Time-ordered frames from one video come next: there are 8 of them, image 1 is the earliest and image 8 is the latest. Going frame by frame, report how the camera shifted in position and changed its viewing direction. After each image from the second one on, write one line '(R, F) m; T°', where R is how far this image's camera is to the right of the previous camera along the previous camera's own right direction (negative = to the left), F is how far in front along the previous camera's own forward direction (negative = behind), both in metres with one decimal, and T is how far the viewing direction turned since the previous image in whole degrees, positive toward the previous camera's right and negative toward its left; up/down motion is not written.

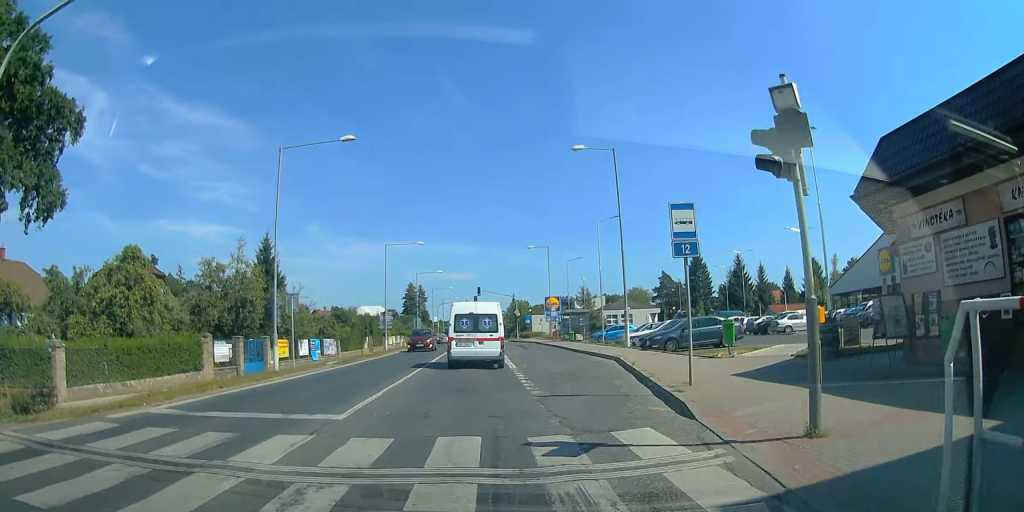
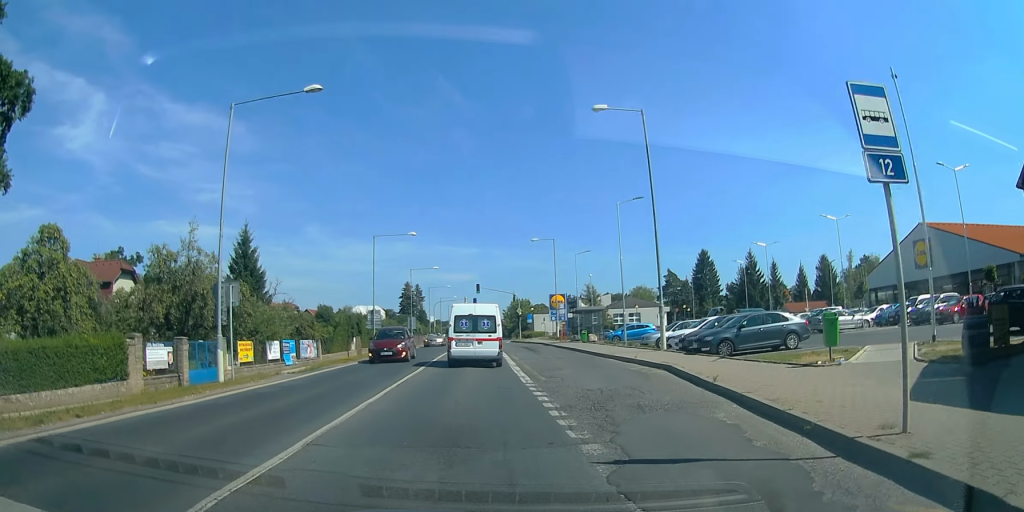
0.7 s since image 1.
(-1.1, +6.1) m; 0°
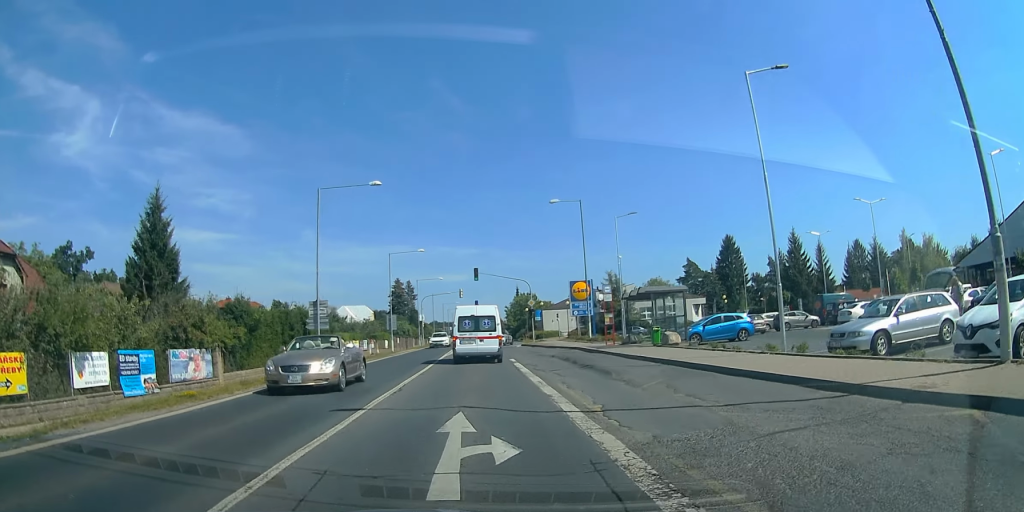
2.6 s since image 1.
(+1.9, +18.2) m; +8°
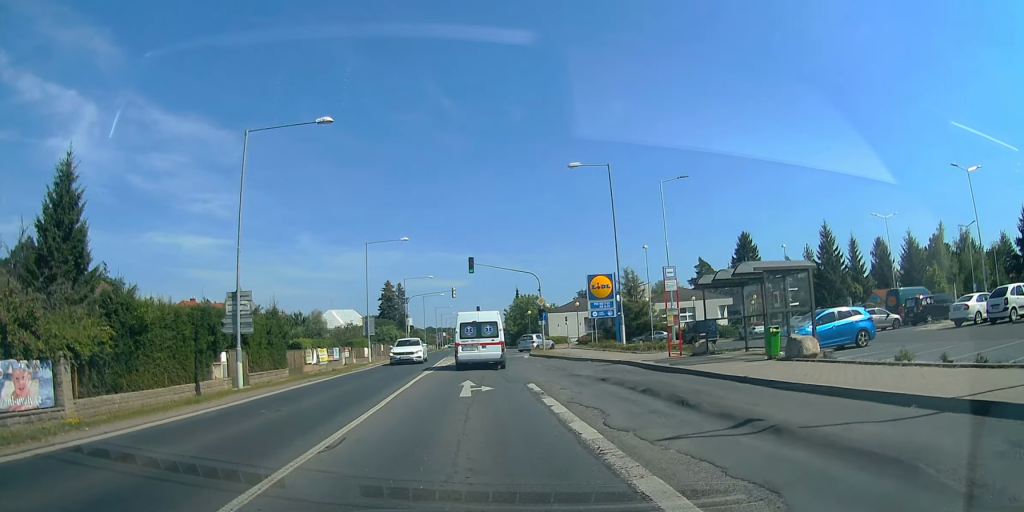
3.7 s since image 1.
(-0.1, +11.1) m; 0°
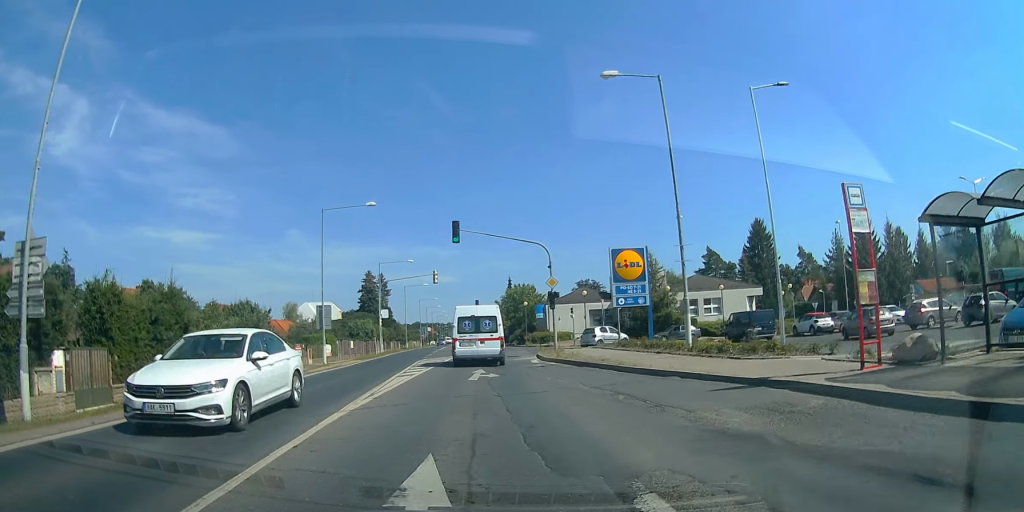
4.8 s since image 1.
(0.0, +11.6) m; 0°
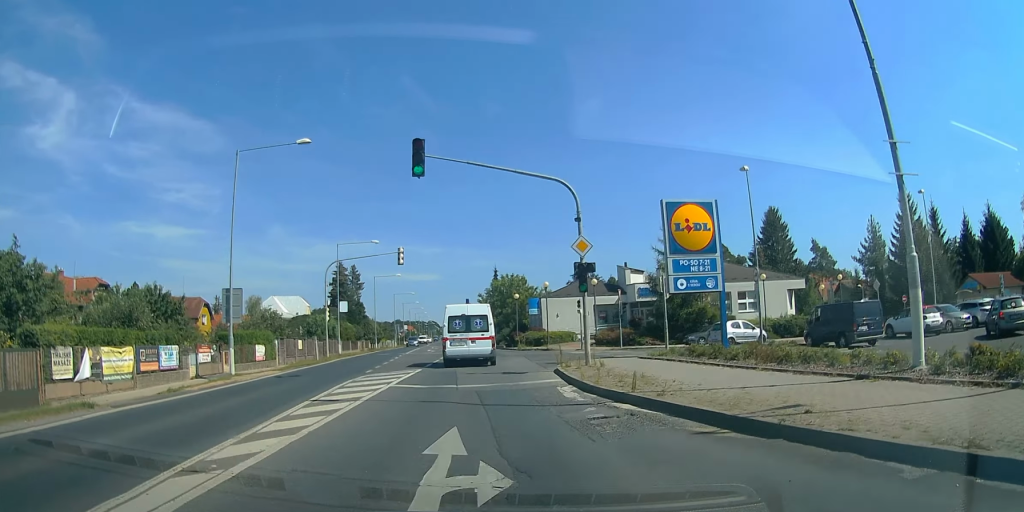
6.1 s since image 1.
(+0.1, +12.8) m; +2°
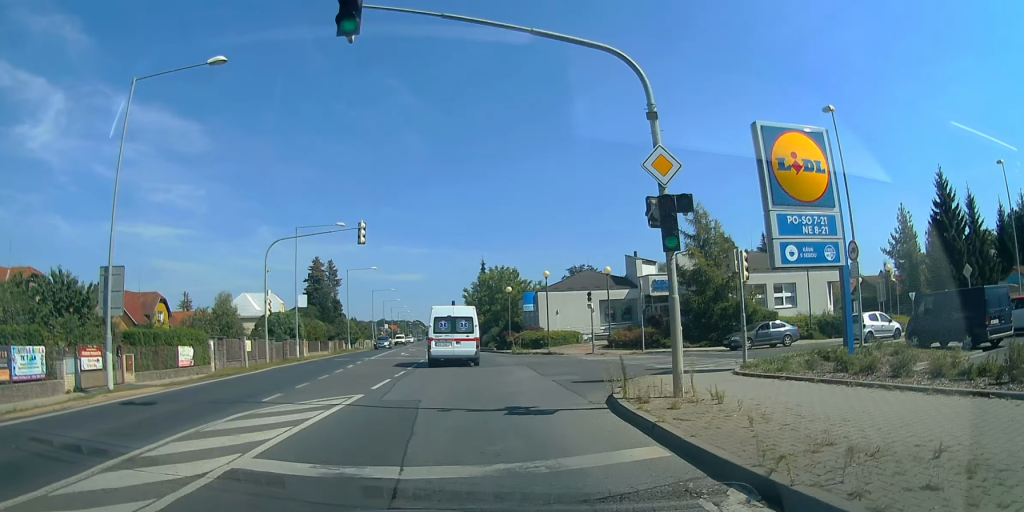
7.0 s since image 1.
(+0.2, +9.0) m; 0°
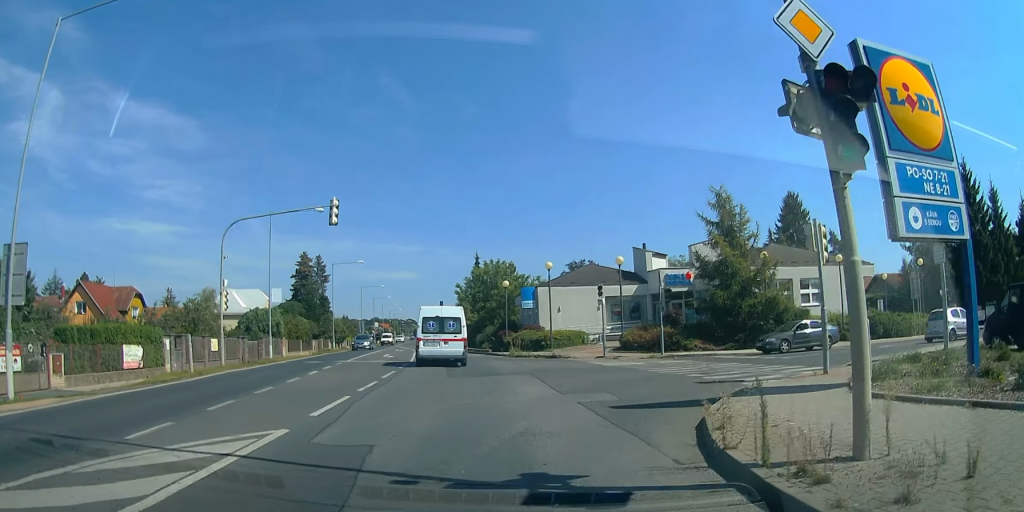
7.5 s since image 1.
(-0.1, +4.8) m; -1°
